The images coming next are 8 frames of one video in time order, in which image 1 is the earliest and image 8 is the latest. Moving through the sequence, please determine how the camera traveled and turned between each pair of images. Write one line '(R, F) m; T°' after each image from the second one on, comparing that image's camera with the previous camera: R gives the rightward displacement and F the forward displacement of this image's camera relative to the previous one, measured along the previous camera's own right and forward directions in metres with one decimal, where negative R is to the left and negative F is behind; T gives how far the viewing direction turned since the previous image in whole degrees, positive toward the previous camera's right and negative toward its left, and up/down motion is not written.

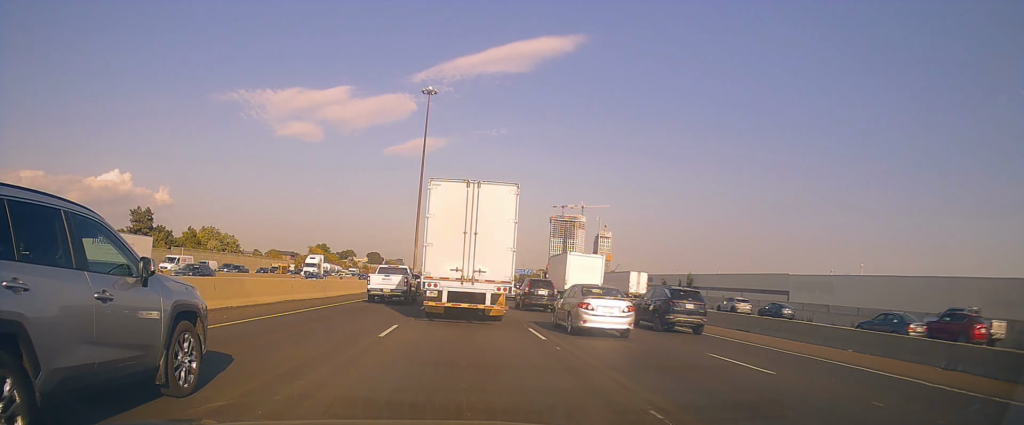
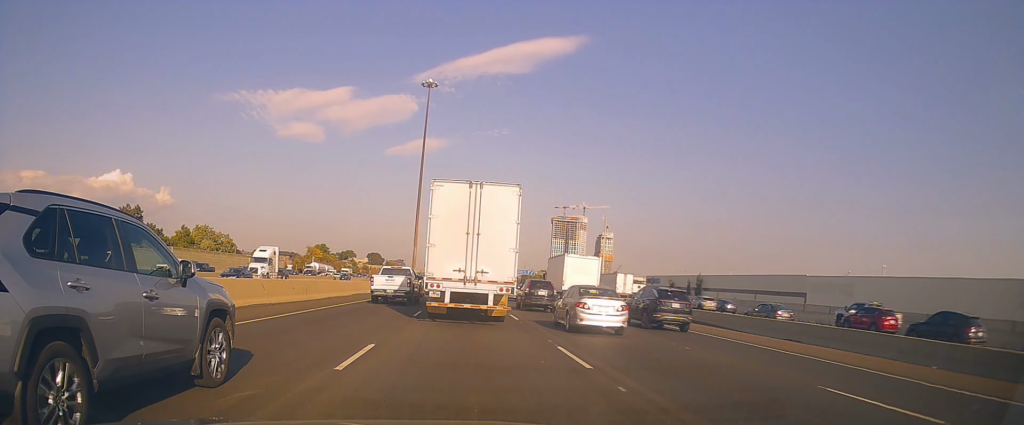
(+0.1, +4.3) m; +1°
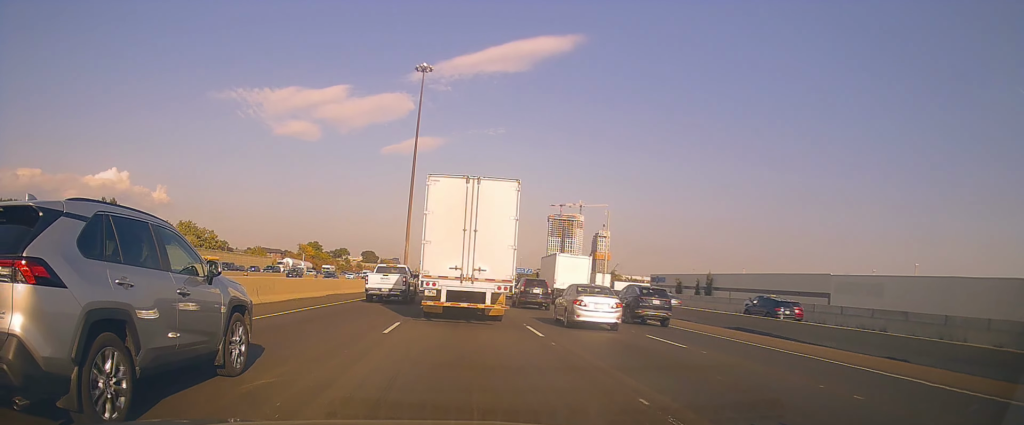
(-0.1, +6.8) m; +1°
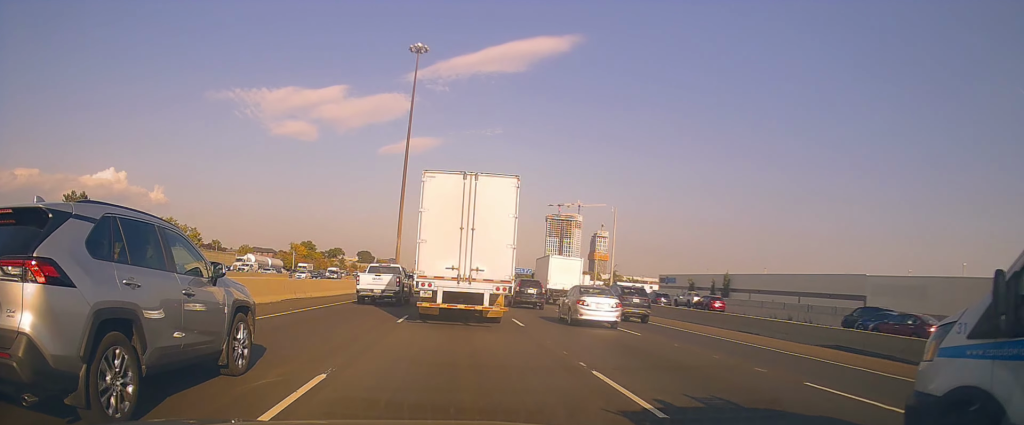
(+0.1, +8.6) m; -2°
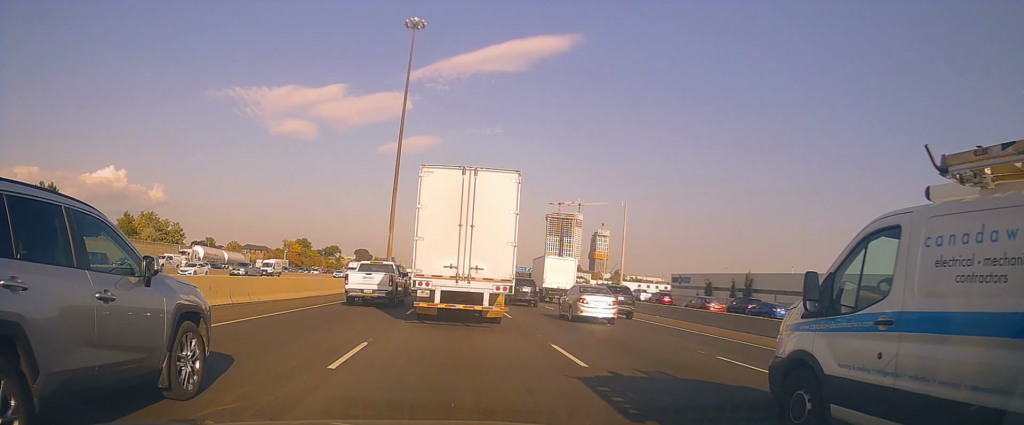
(-0.2, +8.9) m; +3°
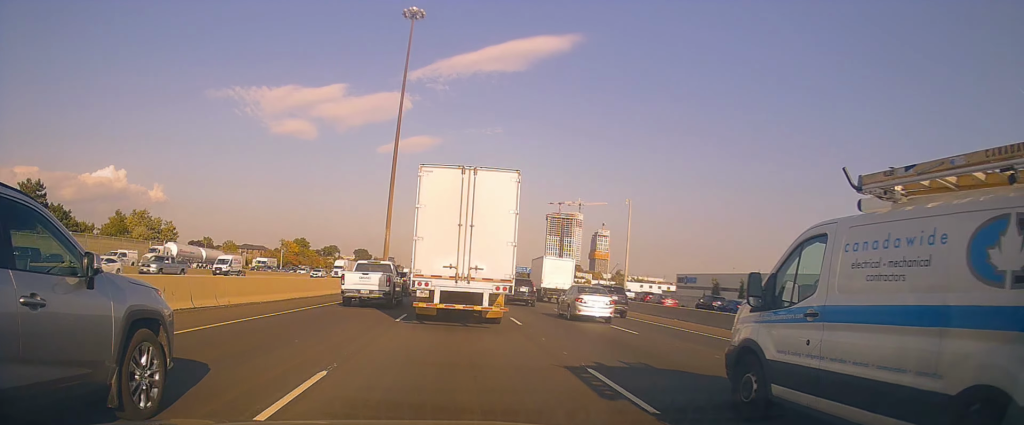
(+0.3, +3.4) m; 0°
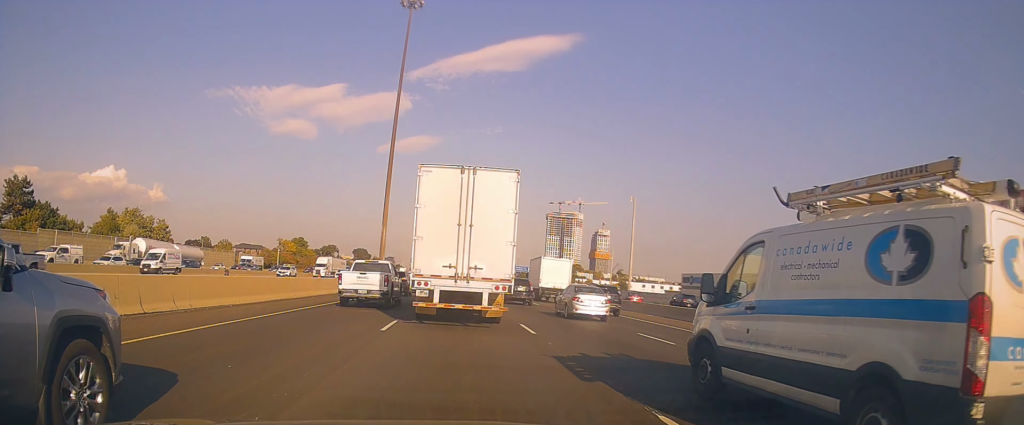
(+0.2, +3.4) m; 0°
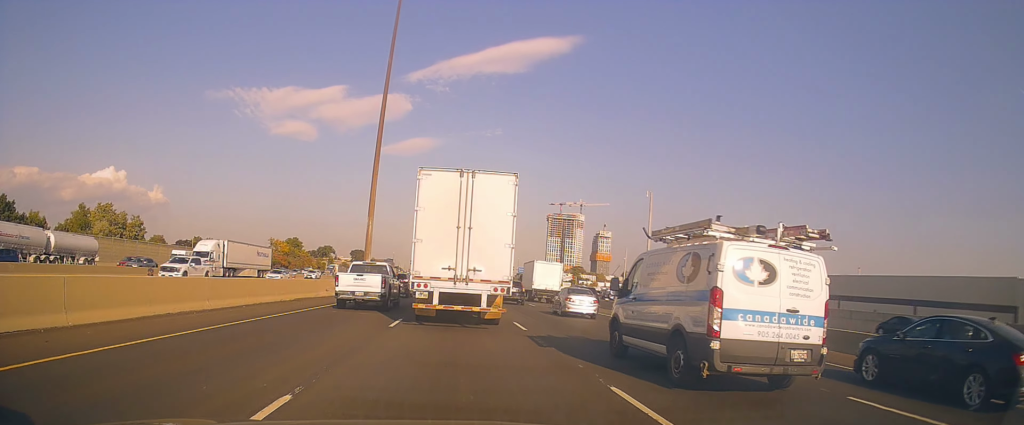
(-0.2, +10.5) m; 0°
